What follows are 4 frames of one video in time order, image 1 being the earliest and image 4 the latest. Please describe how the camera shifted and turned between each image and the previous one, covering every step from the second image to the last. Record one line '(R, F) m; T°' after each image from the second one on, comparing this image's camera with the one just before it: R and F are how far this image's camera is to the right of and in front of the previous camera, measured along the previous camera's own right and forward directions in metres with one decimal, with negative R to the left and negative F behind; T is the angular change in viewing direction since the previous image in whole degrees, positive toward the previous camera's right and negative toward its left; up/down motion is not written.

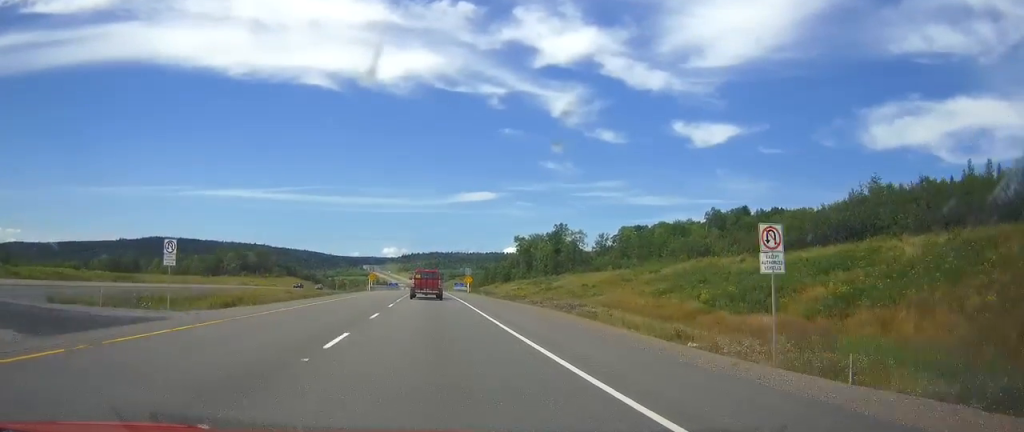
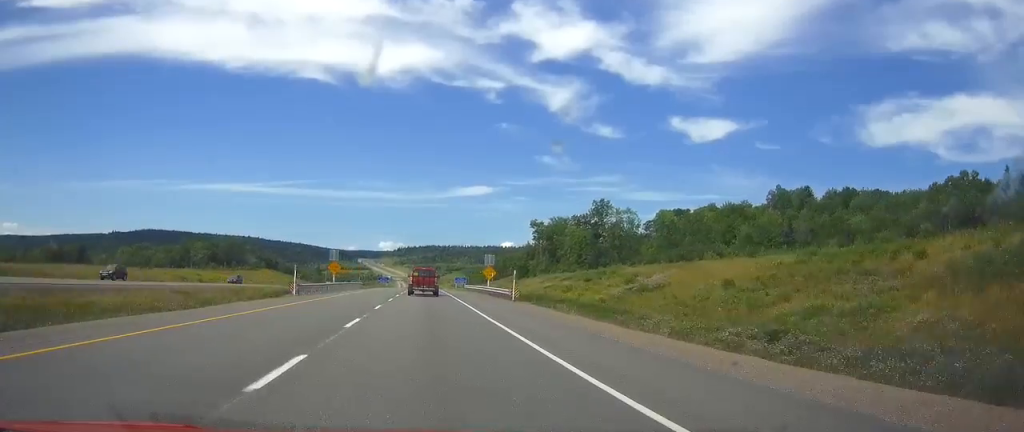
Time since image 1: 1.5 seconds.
(0.0, +49.3) m; 0°
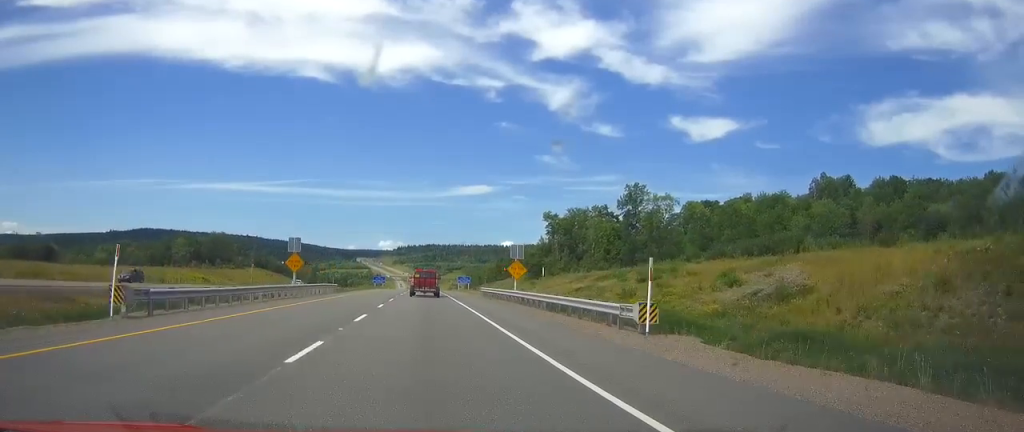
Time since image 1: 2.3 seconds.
(0.0, +24.5) m; 0°
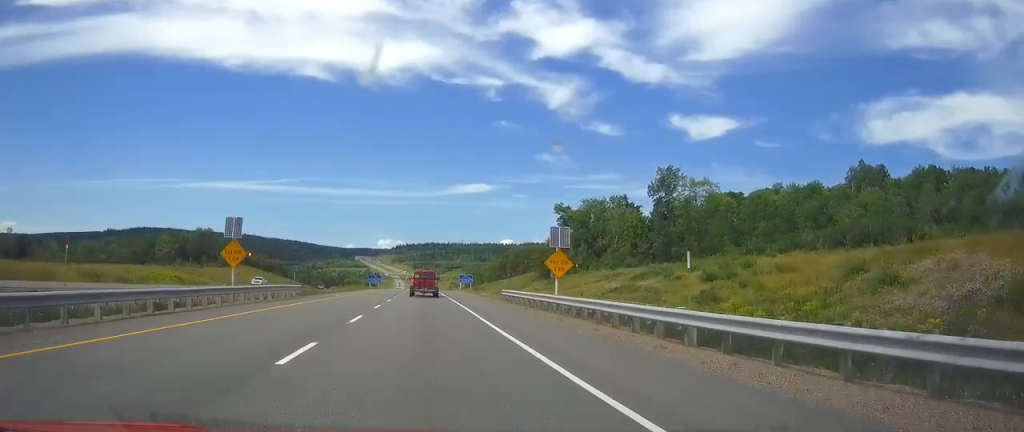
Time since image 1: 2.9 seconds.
(0.0, +18.1) m; 0°
